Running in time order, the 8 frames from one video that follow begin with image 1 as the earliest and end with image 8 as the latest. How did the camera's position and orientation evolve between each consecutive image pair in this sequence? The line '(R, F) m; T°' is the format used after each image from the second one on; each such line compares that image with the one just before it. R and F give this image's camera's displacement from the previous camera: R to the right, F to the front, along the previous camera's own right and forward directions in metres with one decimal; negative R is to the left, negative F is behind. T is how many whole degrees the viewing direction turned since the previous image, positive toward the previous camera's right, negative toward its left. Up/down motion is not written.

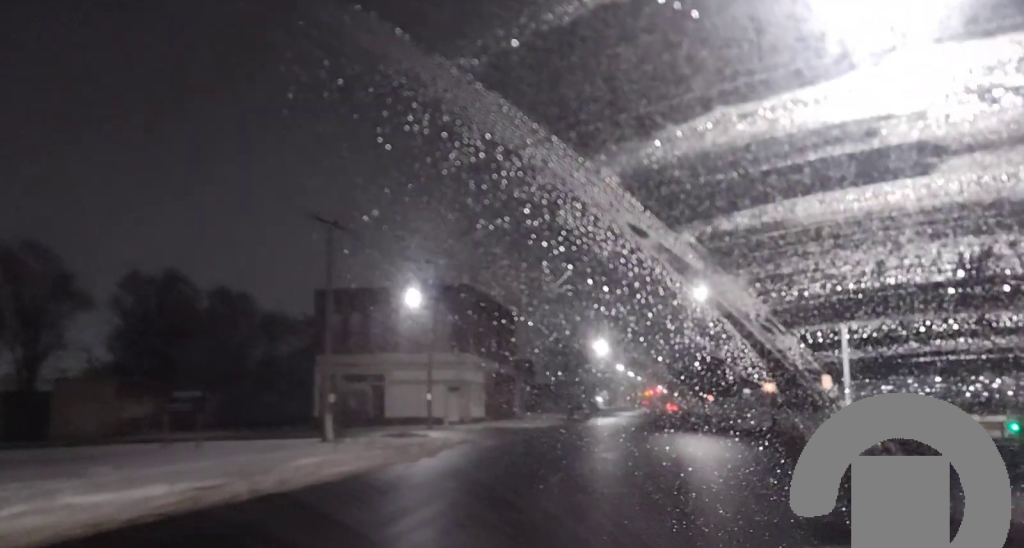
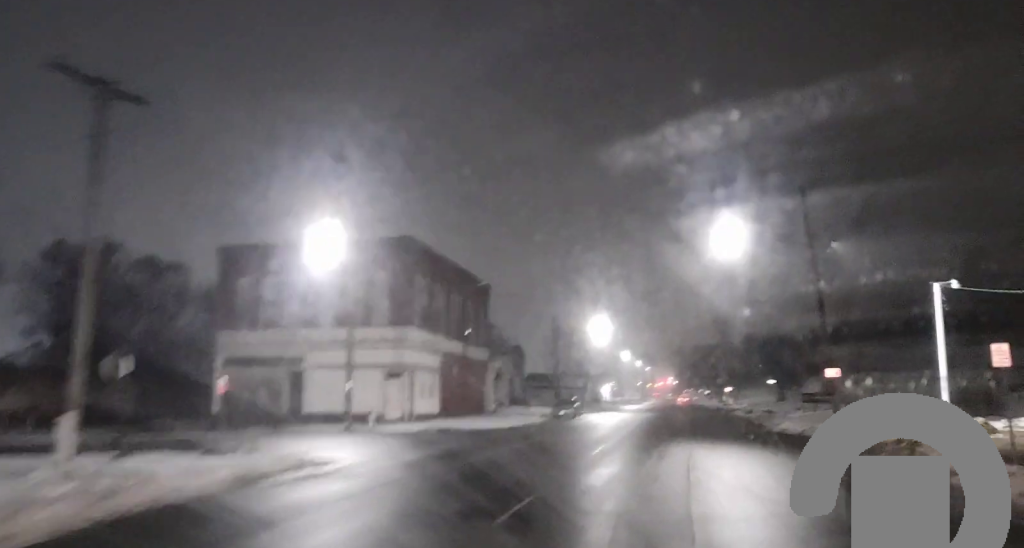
(-0.2, +18.0) m; -2°
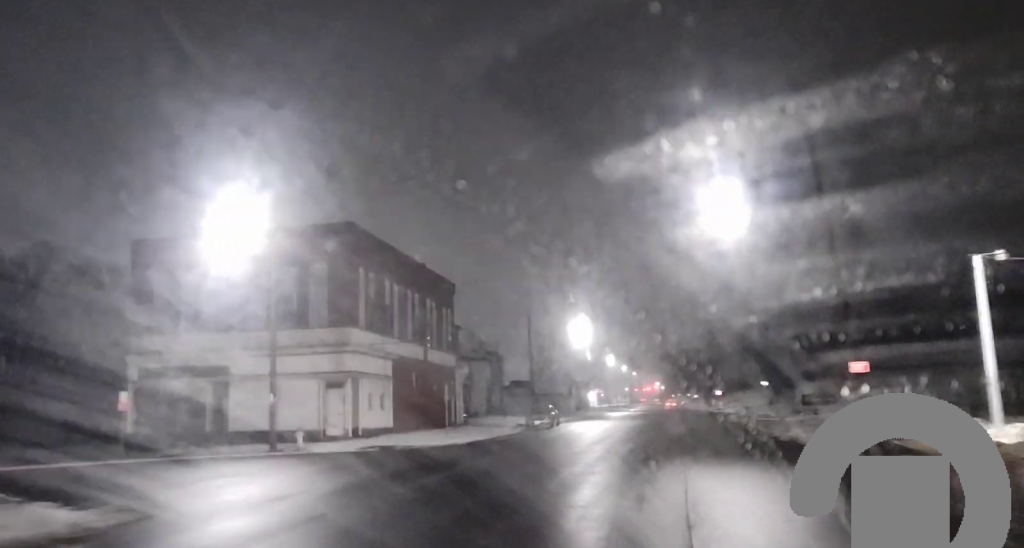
(-0.1, +7.4) m; -1°
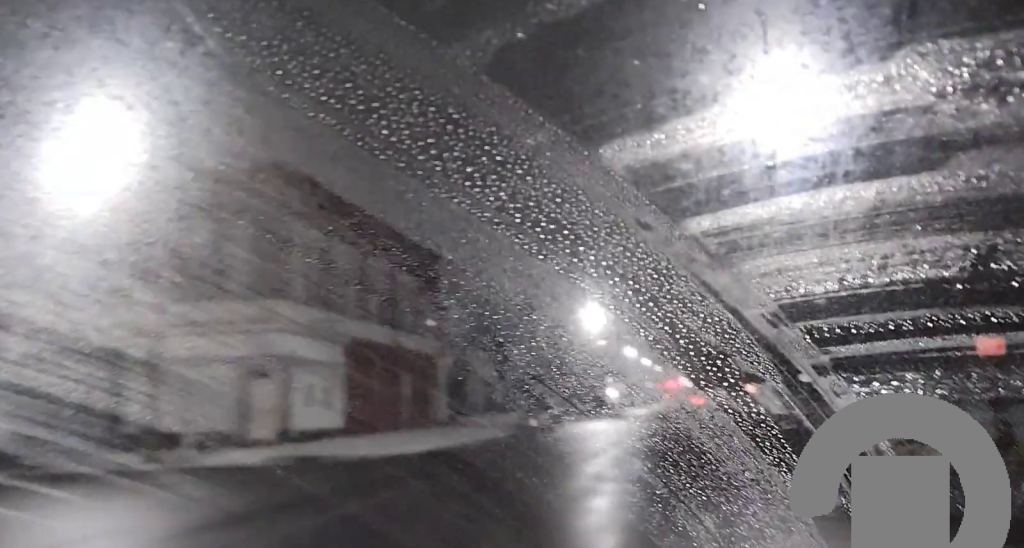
(-0.1, +9.1) m; -1°
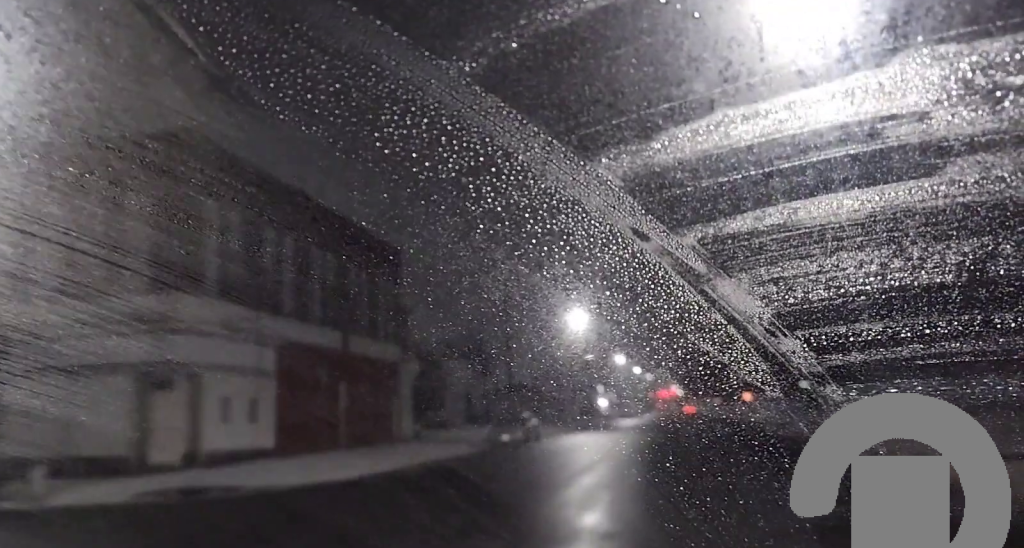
(0.0, +5.4) m; 0°
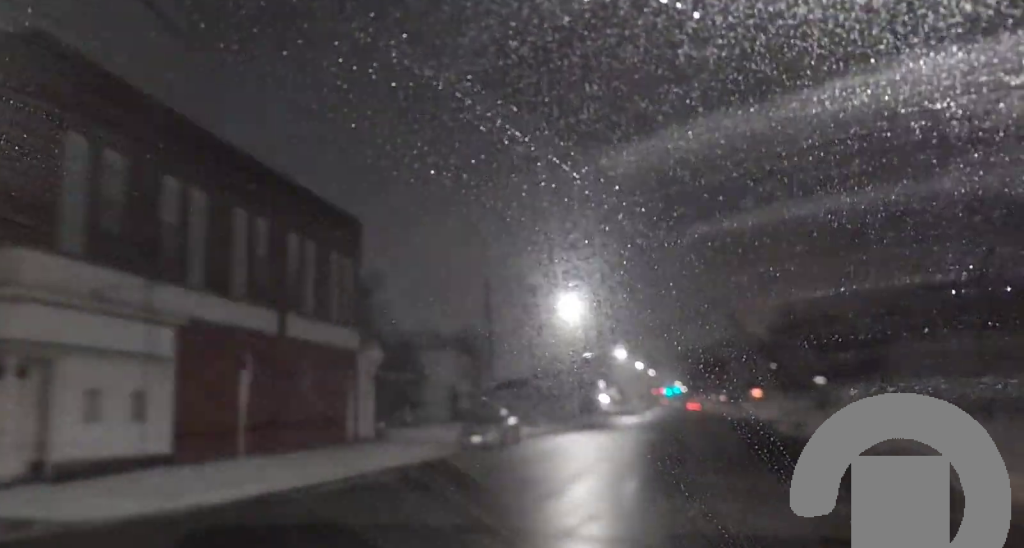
(0.0, +7.1) m; 0°
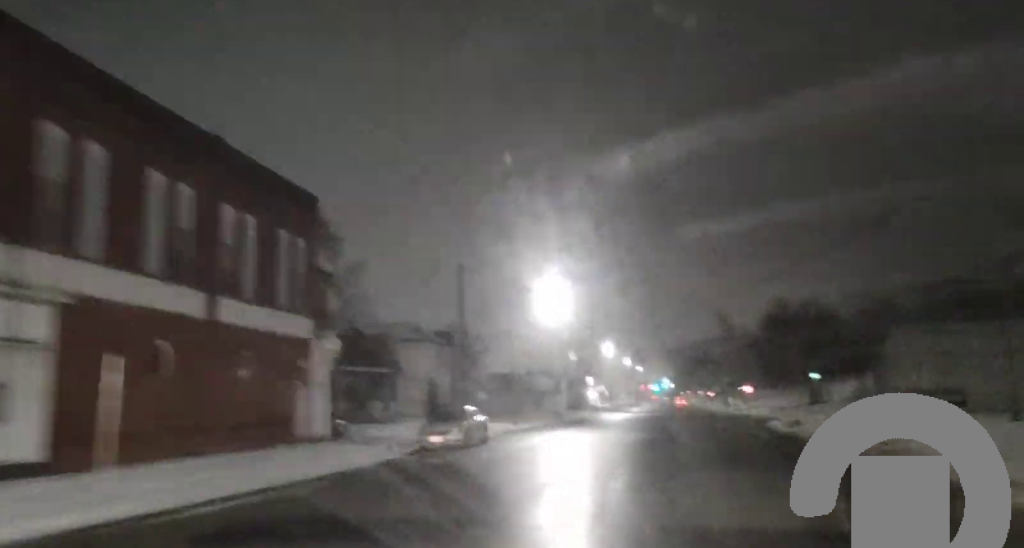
(0.0, +5.7) m; 0°
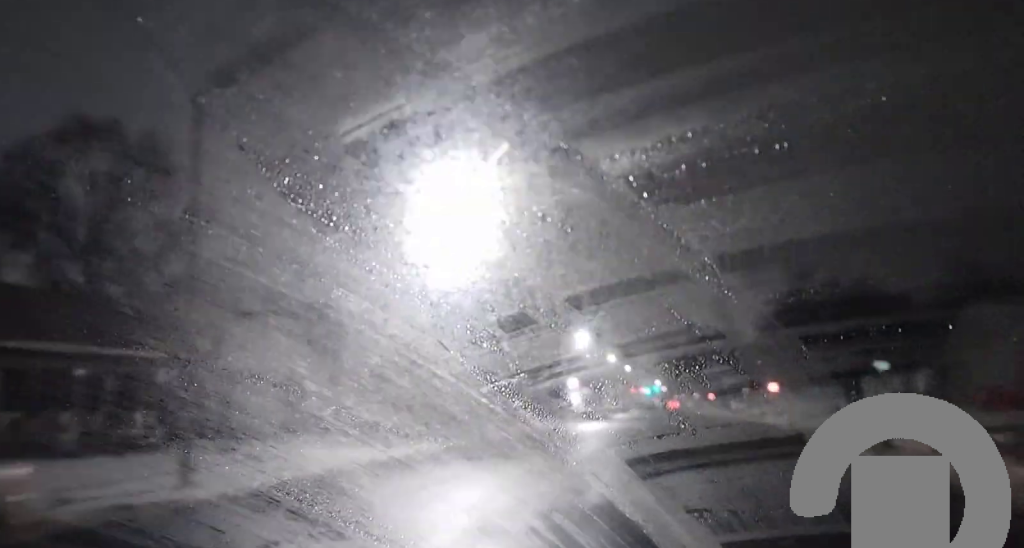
(0.0, +24.0) m; 0°
